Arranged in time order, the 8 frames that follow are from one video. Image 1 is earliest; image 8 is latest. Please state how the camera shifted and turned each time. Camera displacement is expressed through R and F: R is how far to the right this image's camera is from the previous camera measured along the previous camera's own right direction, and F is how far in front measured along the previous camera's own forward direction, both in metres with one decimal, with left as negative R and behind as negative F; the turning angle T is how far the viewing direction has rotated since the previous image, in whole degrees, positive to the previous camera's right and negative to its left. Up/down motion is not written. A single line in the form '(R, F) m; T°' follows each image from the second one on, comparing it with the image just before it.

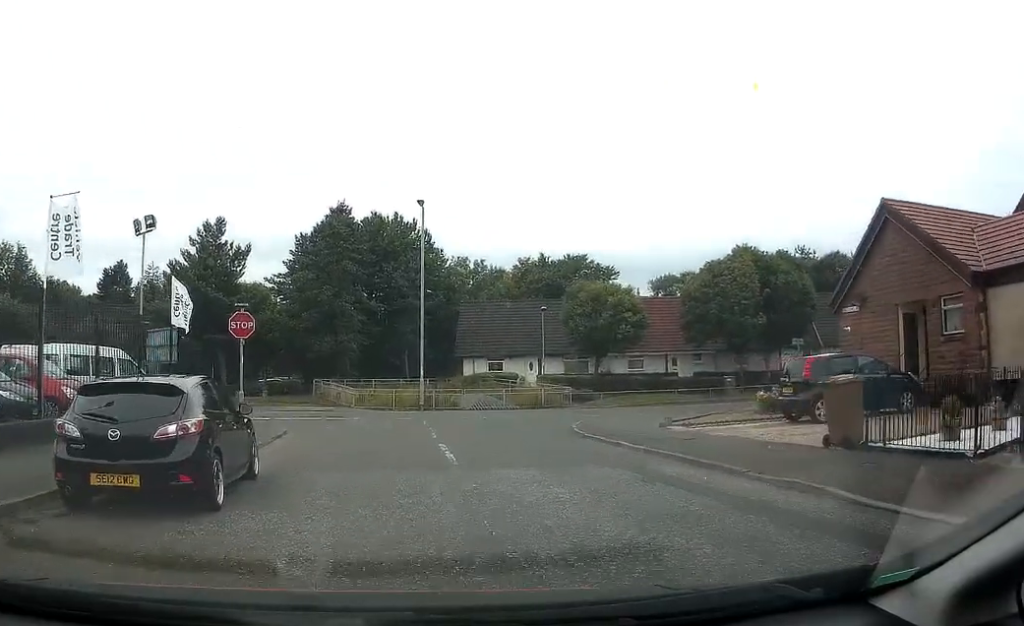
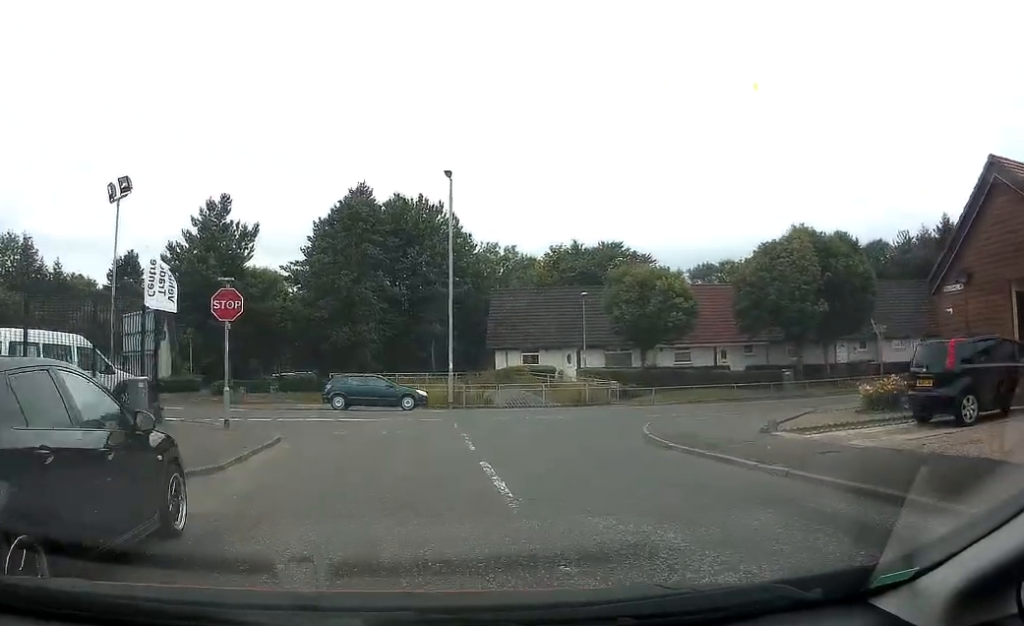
(-0.1, +4.1) m; 0°
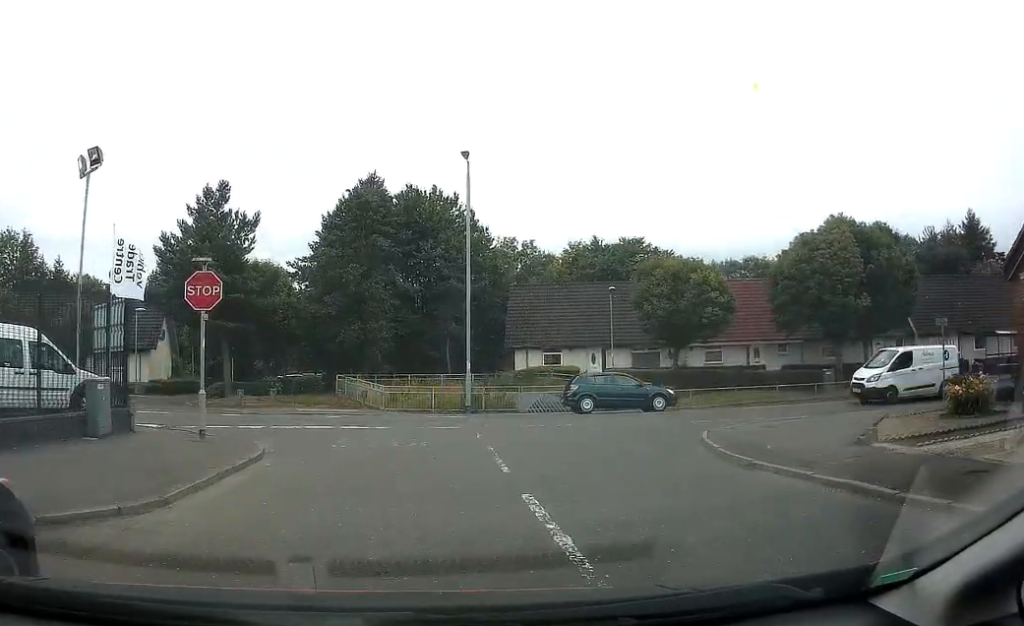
(+0.3, +3.0) m; 0°
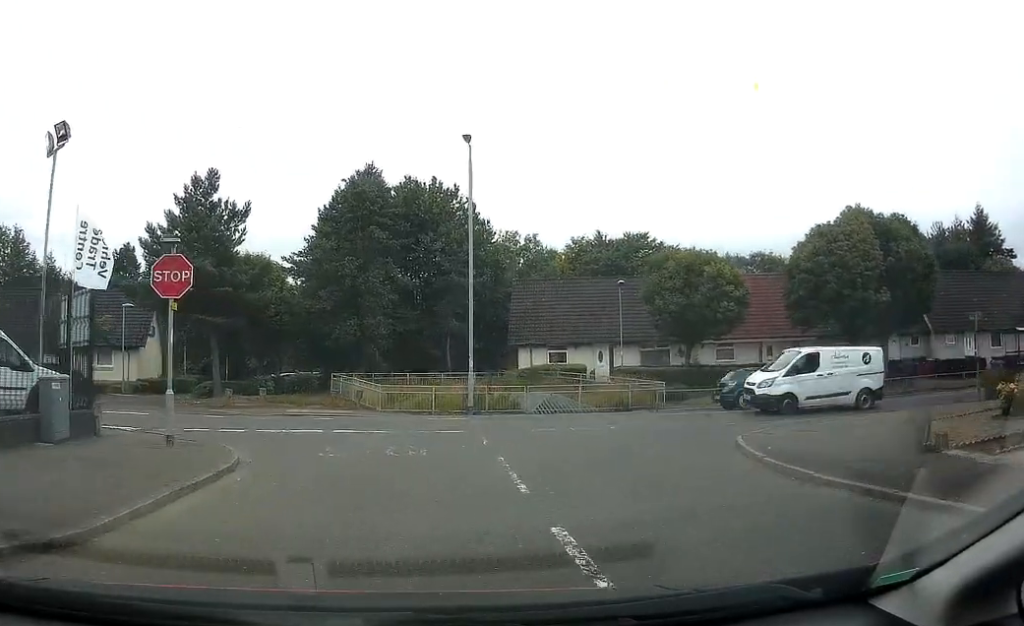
(-0.1, +1.9) m; -1°
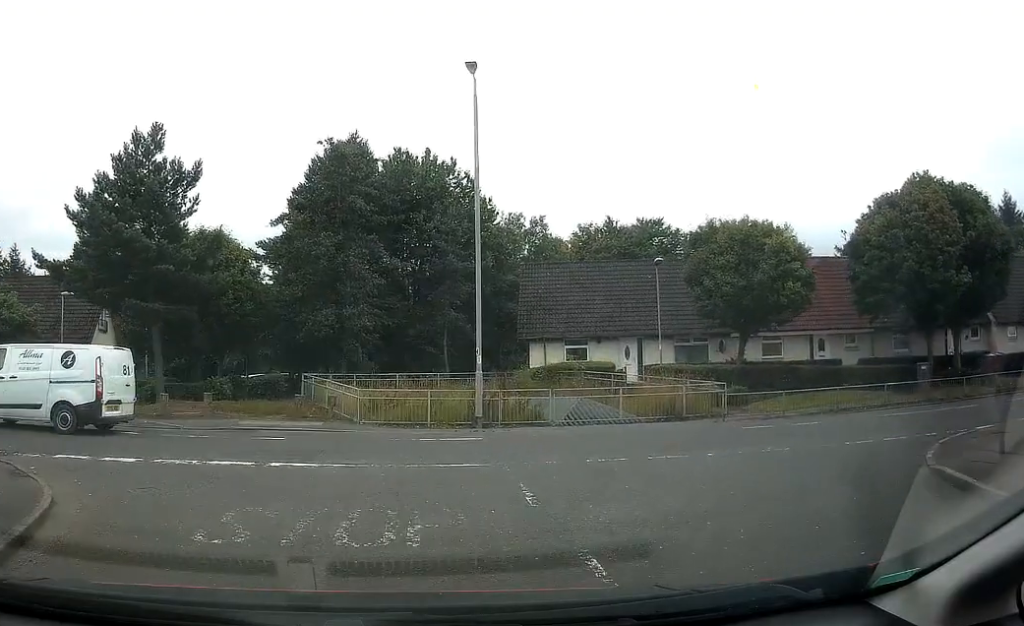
(-0.1, +7.0) m; 0°
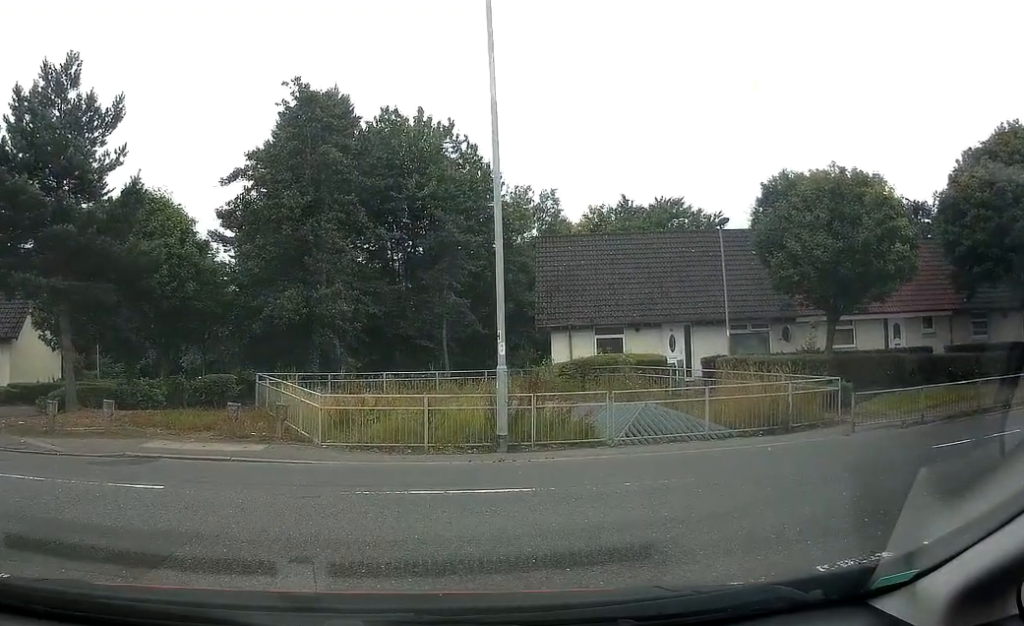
(-0.1, +7.5) m; +2°
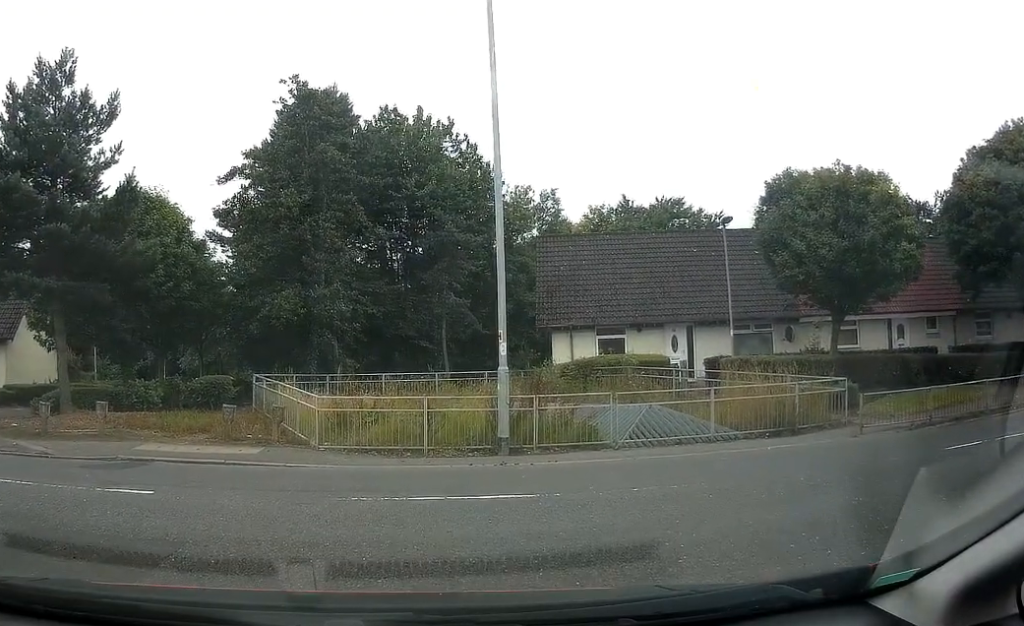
(+0.1, +0.7) m; 0°
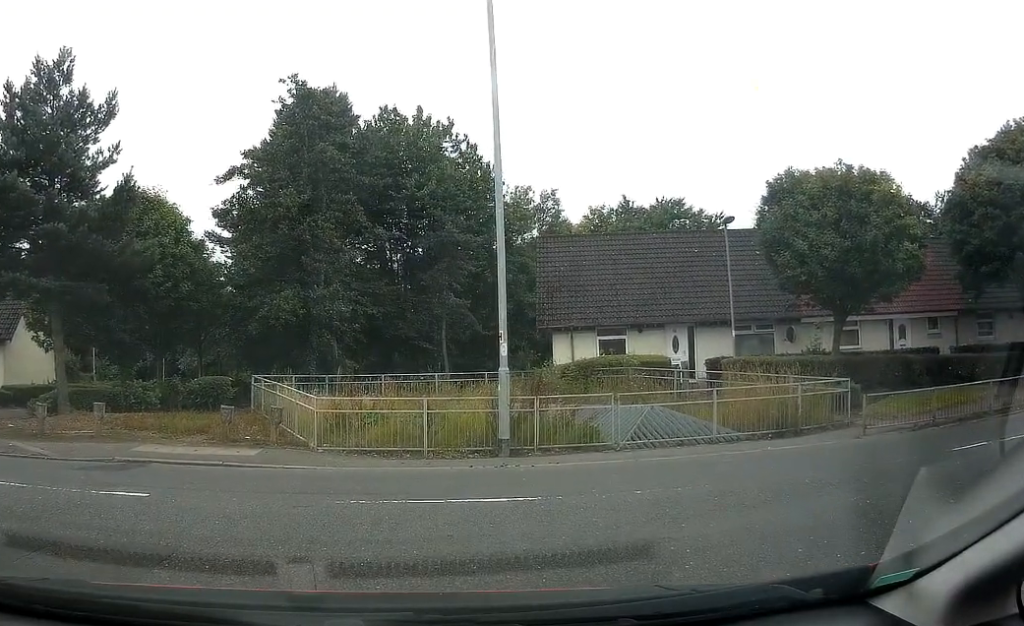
(0.0, +0.2) m; 0°
